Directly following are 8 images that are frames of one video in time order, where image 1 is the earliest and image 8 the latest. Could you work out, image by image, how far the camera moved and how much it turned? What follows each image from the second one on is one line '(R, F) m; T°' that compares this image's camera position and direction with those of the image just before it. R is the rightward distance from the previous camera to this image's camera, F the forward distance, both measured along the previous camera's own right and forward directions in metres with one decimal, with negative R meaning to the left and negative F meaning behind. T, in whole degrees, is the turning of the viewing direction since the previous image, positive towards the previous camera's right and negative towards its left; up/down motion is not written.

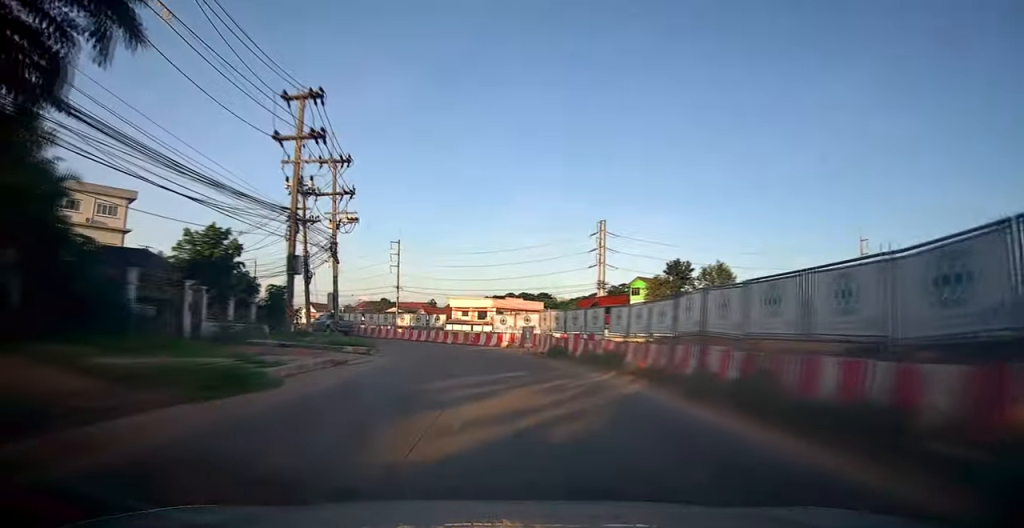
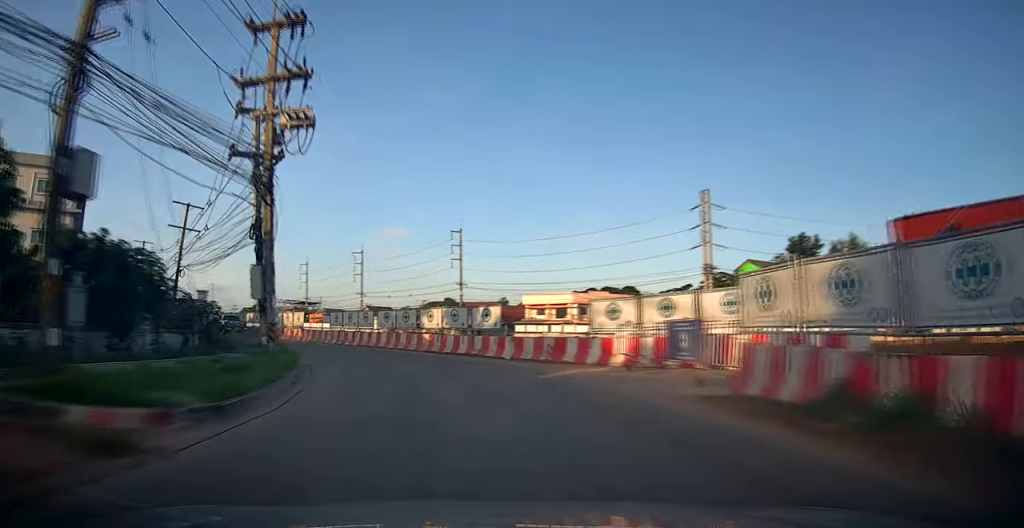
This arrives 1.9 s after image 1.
(-1.4, +17.7) m; -9°
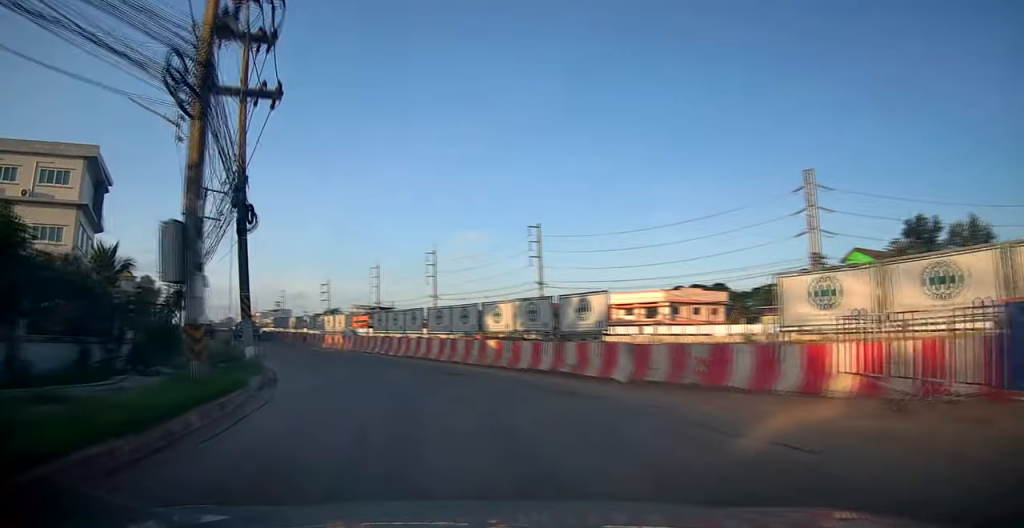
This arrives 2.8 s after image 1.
(-0.3, +8.2) m; -6°
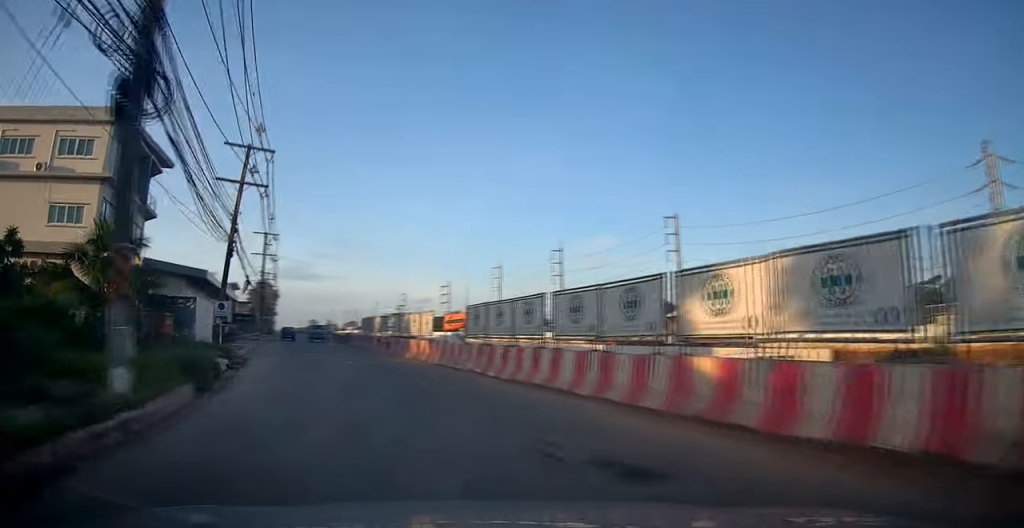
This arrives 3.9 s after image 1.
(-0.8, +10.0) m; -10°
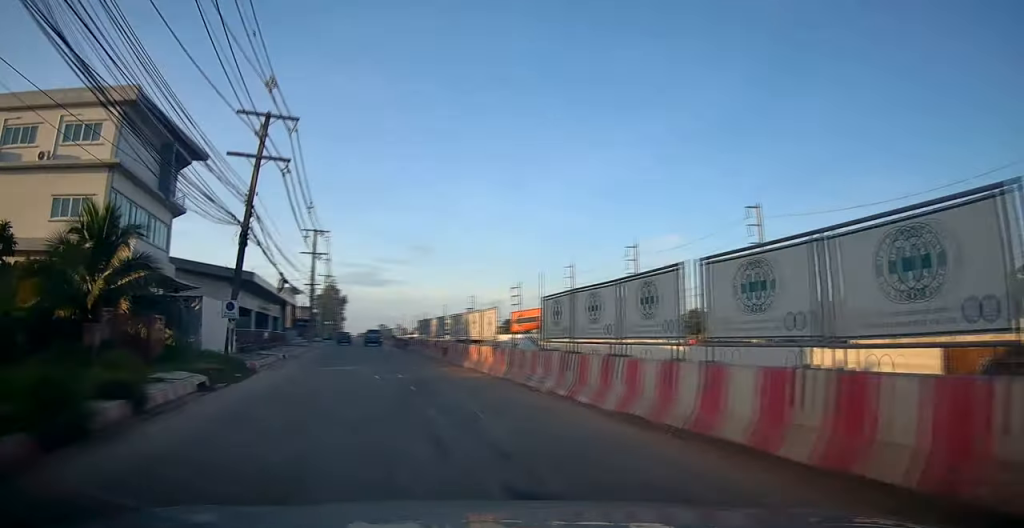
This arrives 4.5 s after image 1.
(-0.2, +5.2) m; -6°
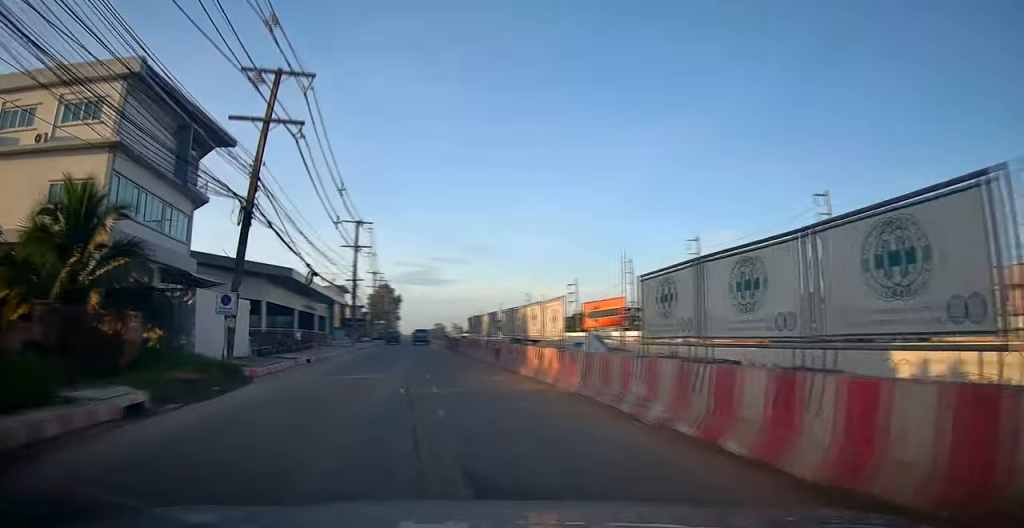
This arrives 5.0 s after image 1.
(-0.1, +4.2) m; -5°
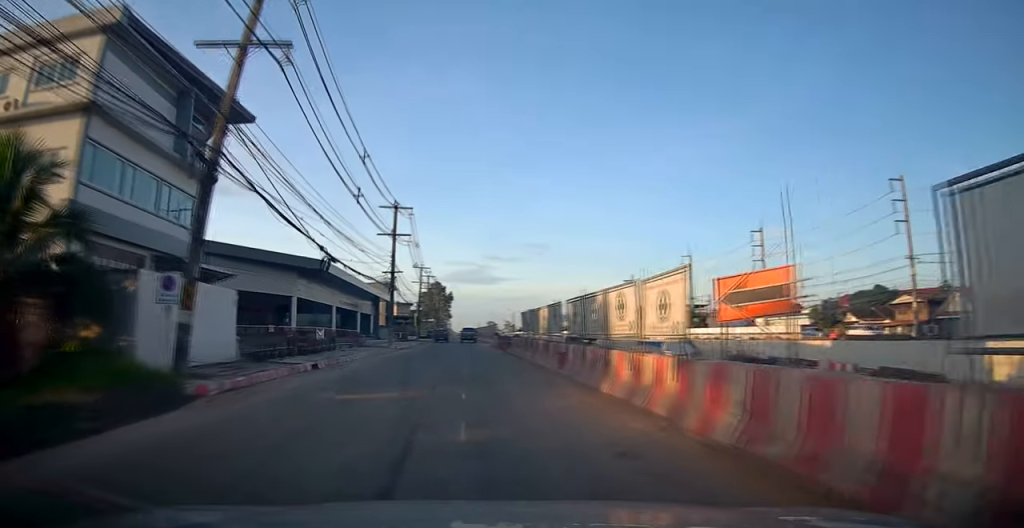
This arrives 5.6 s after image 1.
(-0.3, +5.3) m; -7°
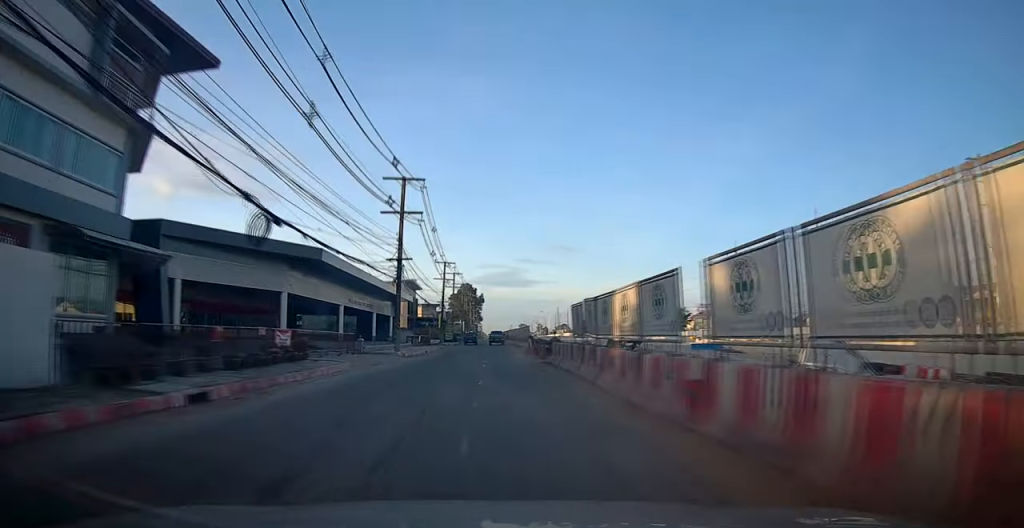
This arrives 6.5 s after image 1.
(-0.8, +8.6) m; -9°
